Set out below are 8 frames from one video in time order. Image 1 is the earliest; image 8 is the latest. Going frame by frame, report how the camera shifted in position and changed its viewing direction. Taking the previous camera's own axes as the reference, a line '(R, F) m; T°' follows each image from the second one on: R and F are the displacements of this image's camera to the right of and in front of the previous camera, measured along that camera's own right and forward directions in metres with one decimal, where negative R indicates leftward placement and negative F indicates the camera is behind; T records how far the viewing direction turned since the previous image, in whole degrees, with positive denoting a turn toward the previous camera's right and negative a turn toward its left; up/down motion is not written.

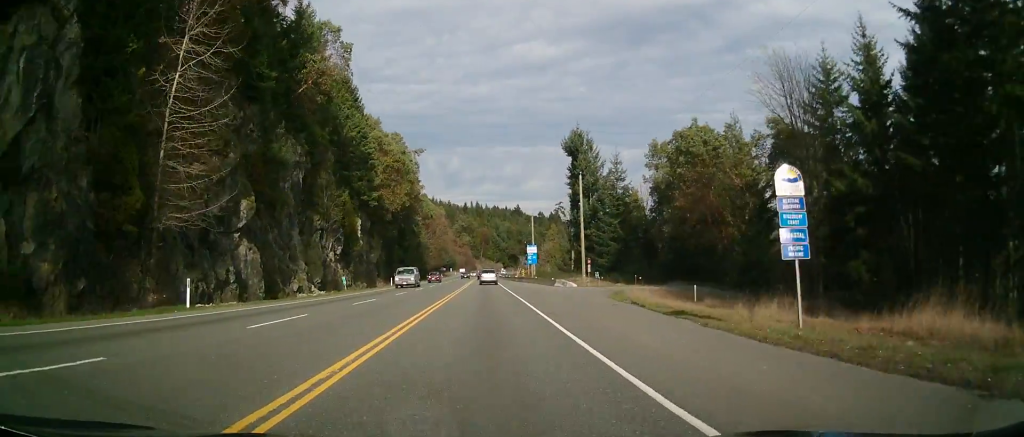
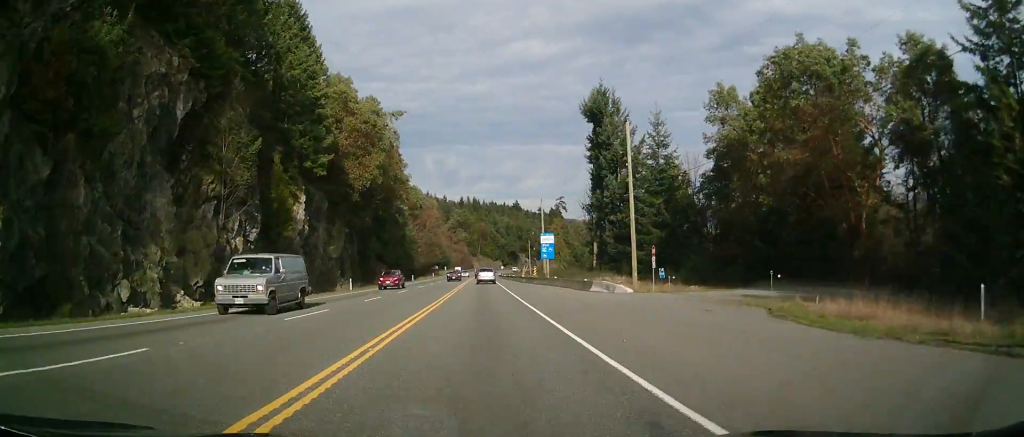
(0.0, +21.8) m; 0°
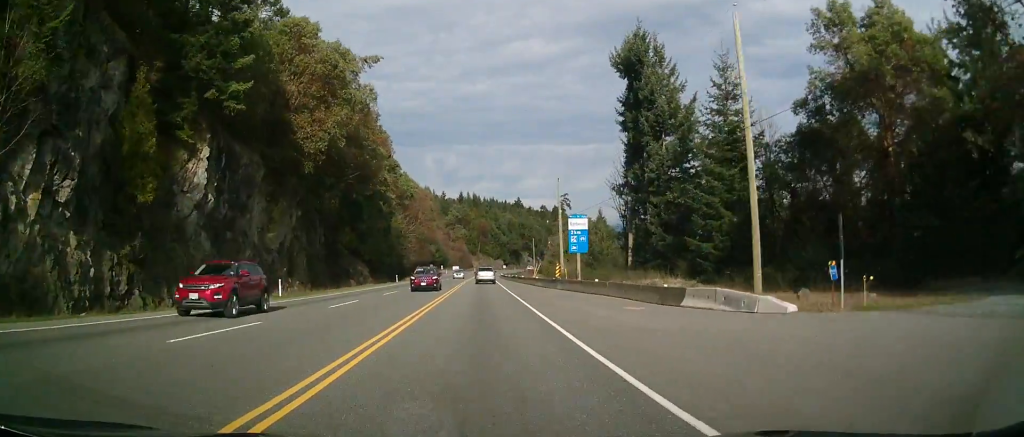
(0.0, +18.8) m; 0°
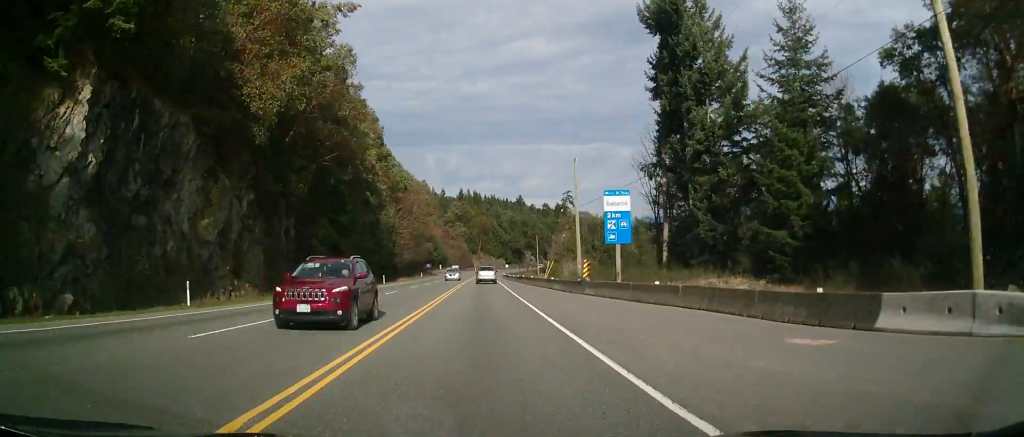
(0.0, +11.6) m; 0°
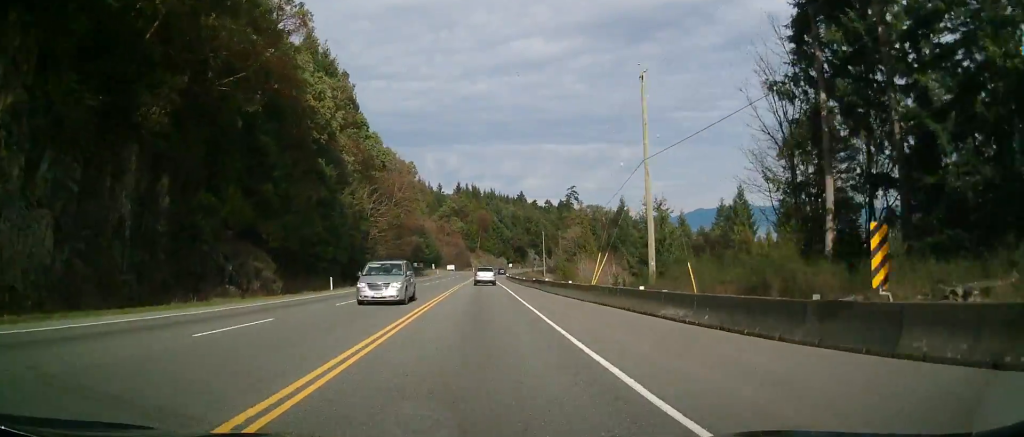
(-0.1, +25.3) m; -1°
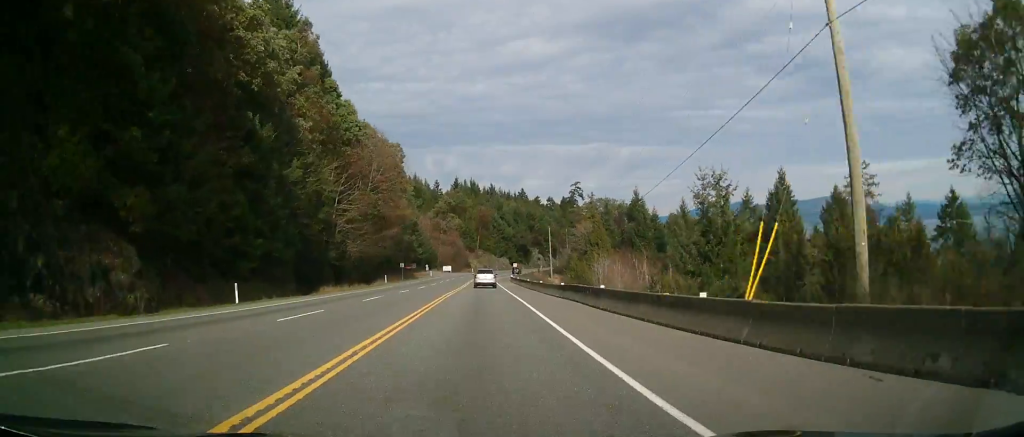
(-0.2, +19.5) m; 0°
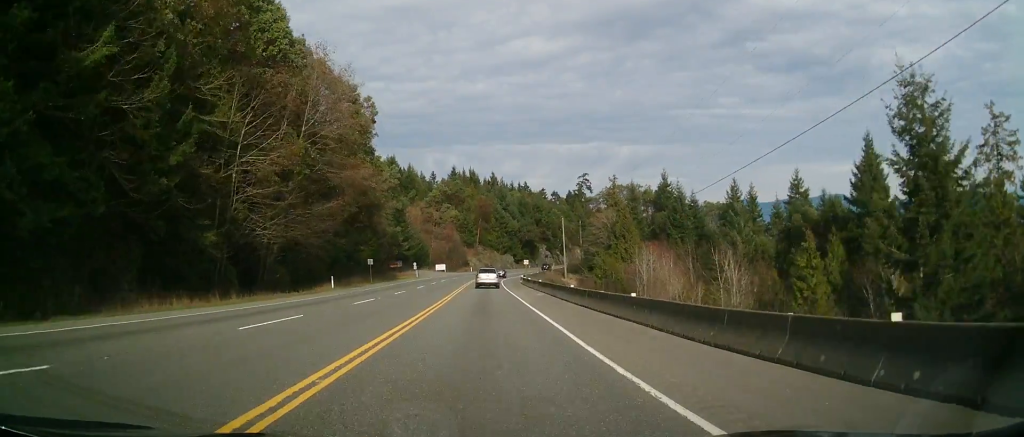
(+0.4, +28.5) m; +1°
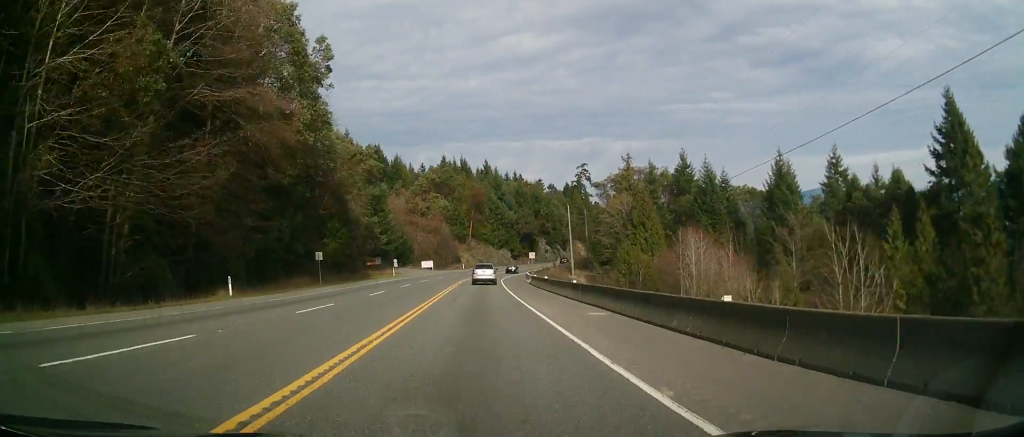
(0.0, +20.1) m; 0°
